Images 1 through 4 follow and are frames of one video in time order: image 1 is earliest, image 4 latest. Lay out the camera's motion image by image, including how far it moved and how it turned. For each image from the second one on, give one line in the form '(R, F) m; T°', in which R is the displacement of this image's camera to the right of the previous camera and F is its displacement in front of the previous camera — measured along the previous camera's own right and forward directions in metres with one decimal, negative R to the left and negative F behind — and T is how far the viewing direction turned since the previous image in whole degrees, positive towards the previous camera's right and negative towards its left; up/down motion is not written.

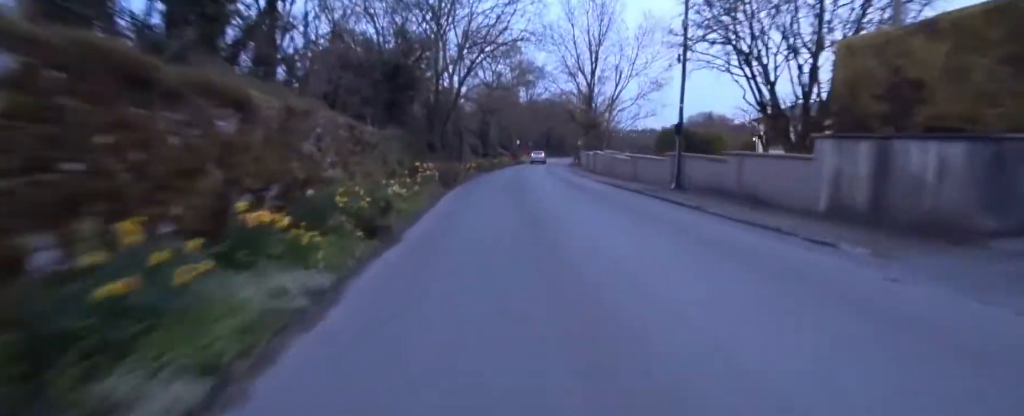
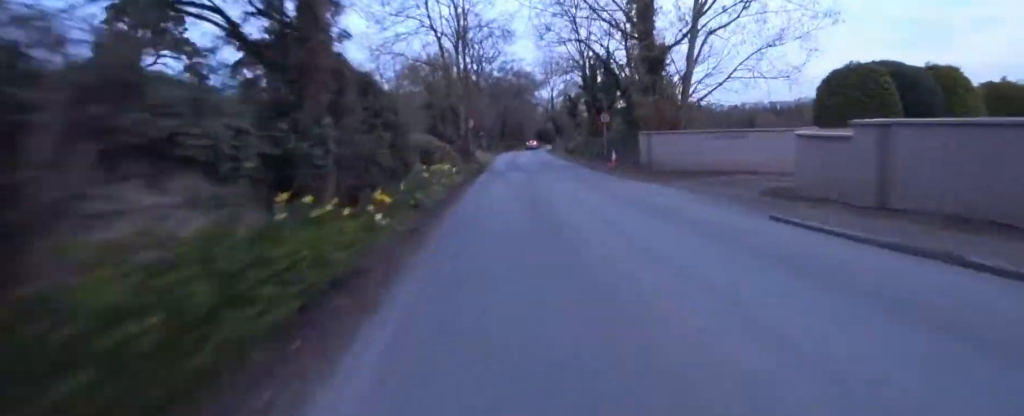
(+2.6, +29.2) m; +7°
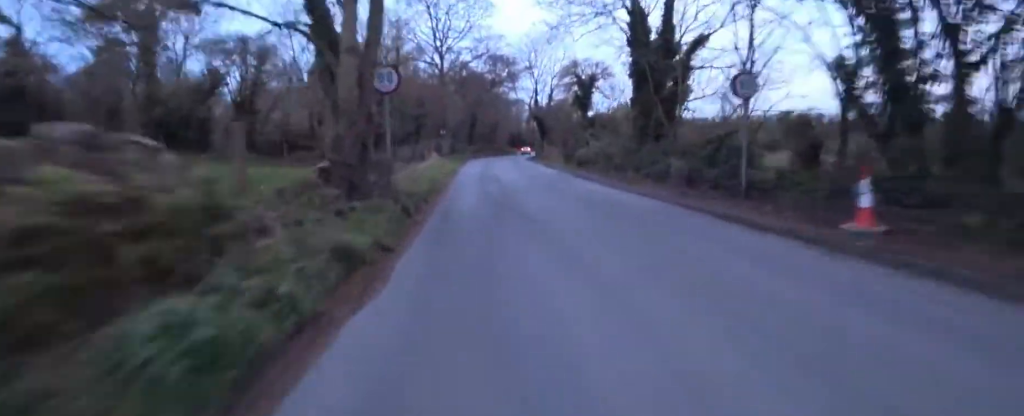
(+0.7, +15.5) m; +6°
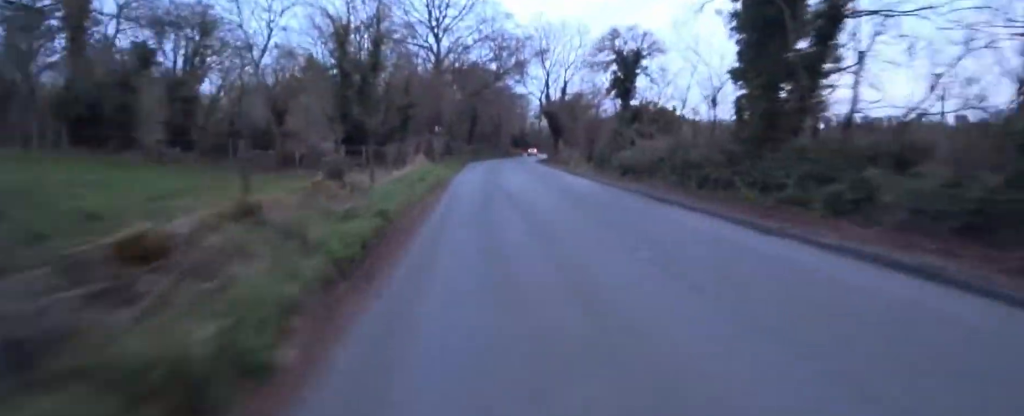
(+0.2, +7.5) m; -2°
